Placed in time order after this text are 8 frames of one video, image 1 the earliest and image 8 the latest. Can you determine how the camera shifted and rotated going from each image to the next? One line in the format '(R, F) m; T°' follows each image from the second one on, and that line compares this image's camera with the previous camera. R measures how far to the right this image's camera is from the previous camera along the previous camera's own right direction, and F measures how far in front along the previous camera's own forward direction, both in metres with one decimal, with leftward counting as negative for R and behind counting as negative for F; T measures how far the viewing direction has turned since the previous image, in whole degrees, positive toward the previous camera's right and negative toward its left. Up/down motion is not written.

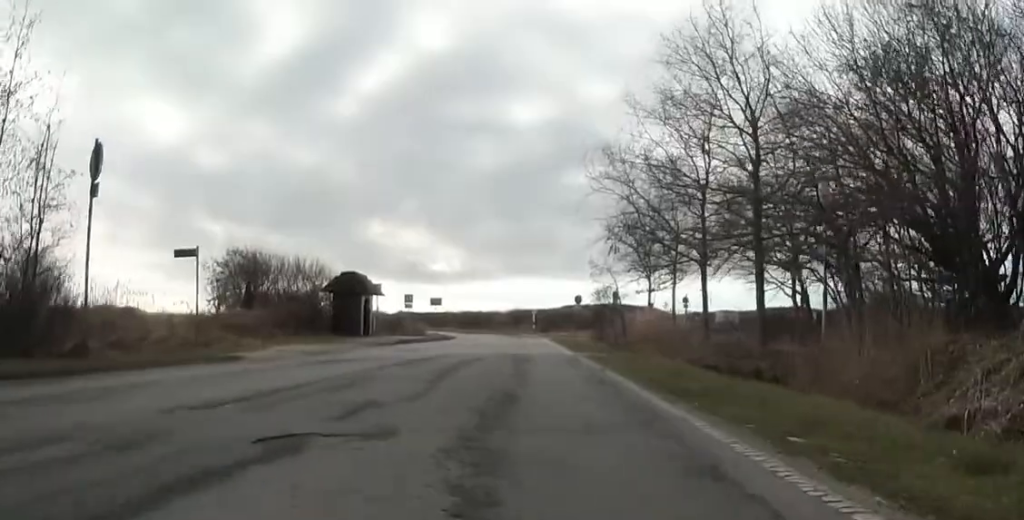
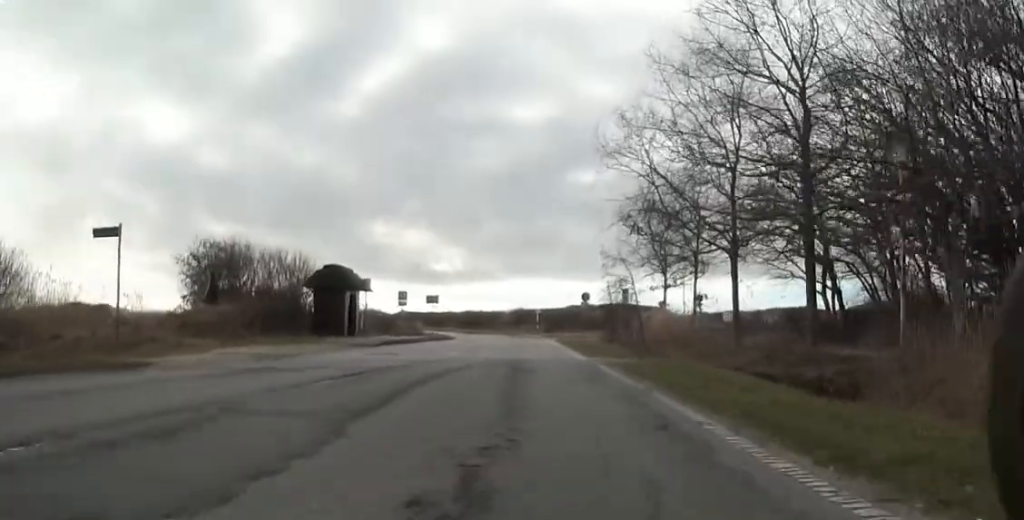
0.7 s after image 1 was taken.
(0.0, +4.0) m; 0°
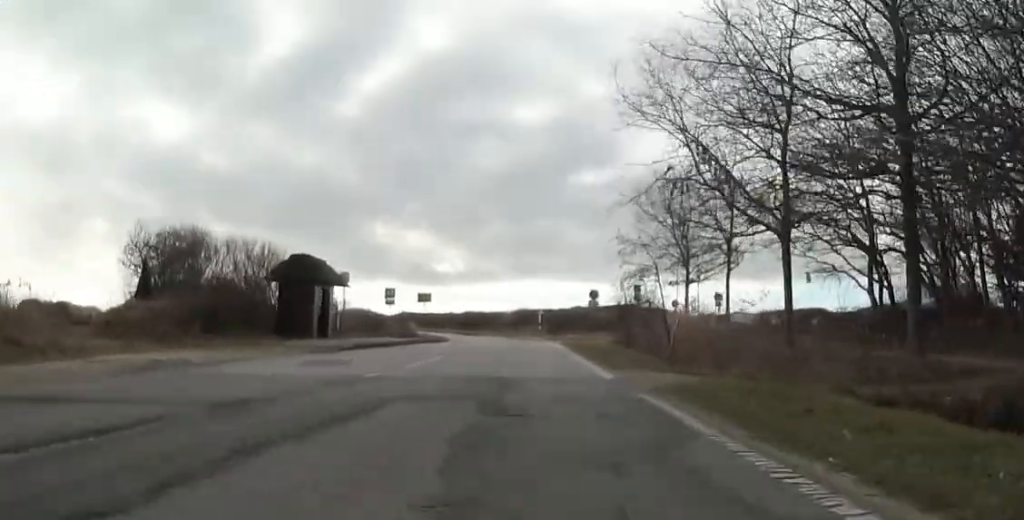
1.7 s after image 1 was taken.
(0.0, +5.2) m; -3°
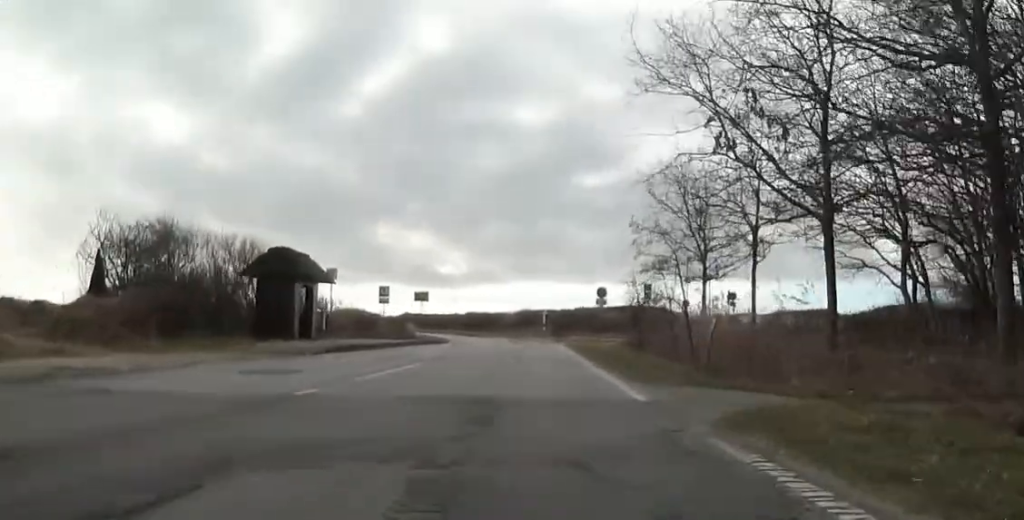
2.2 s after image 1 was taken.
(+0.2, +2.9) m; -3°
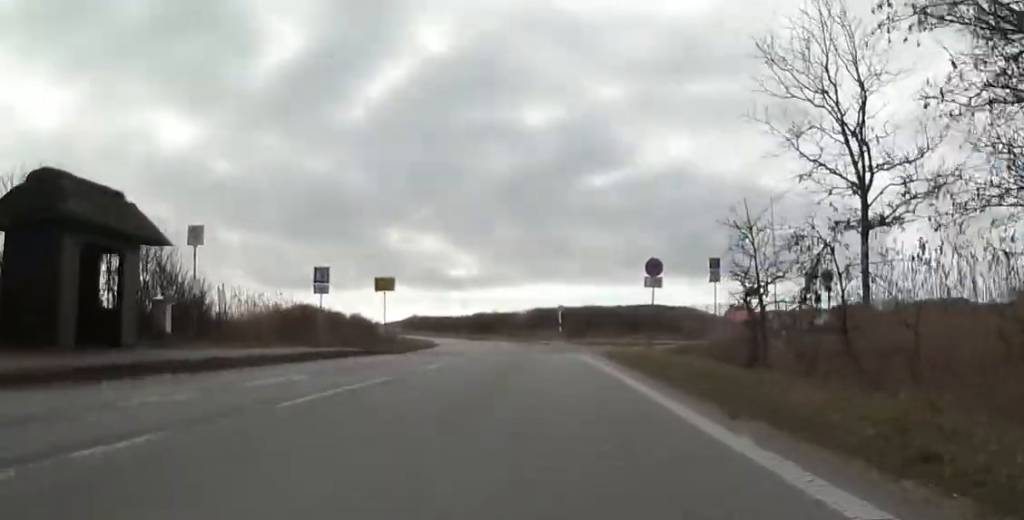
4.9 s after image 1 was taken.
(-0.5, +15.4) m; +4°
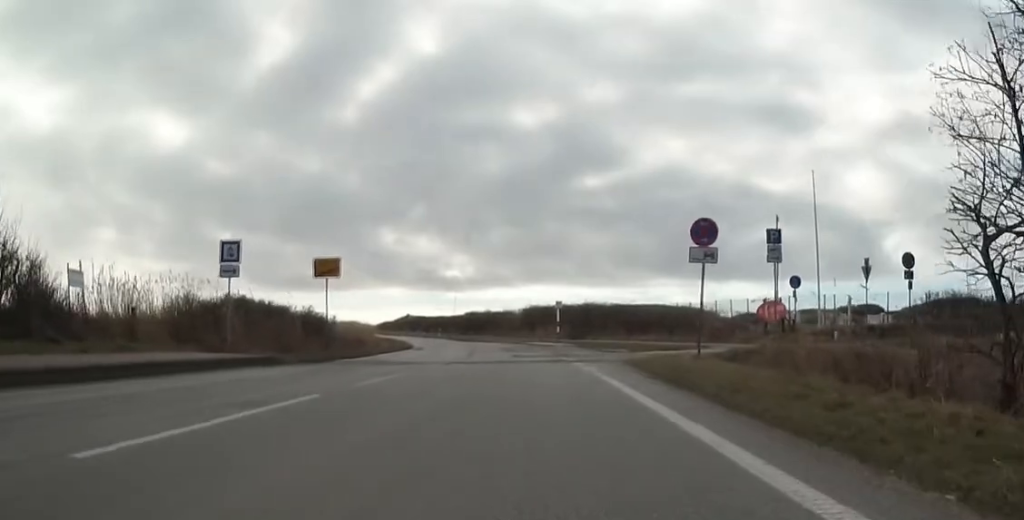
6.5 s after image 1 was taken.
(+0.4, +8.7) m; +3°
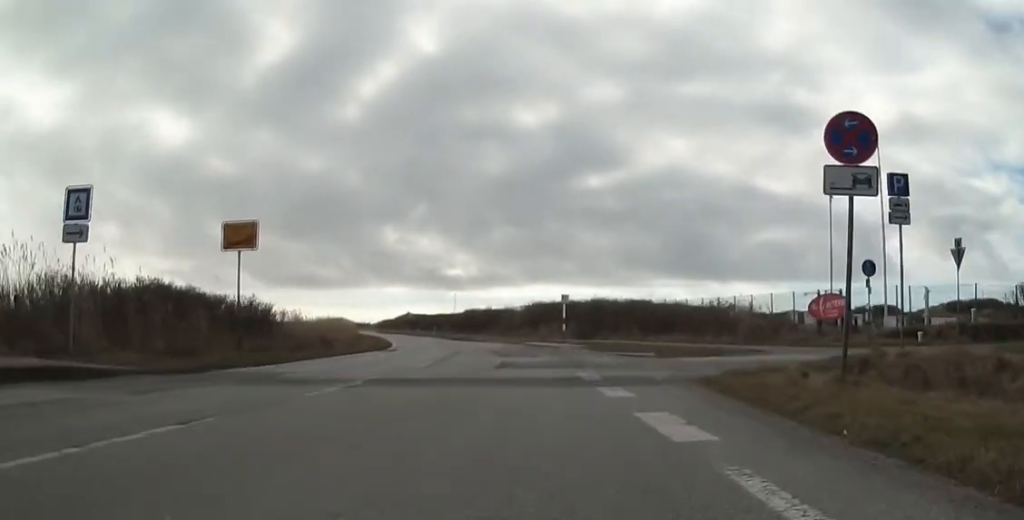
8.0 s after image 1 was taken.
(0.0, +7.8) m; +4°
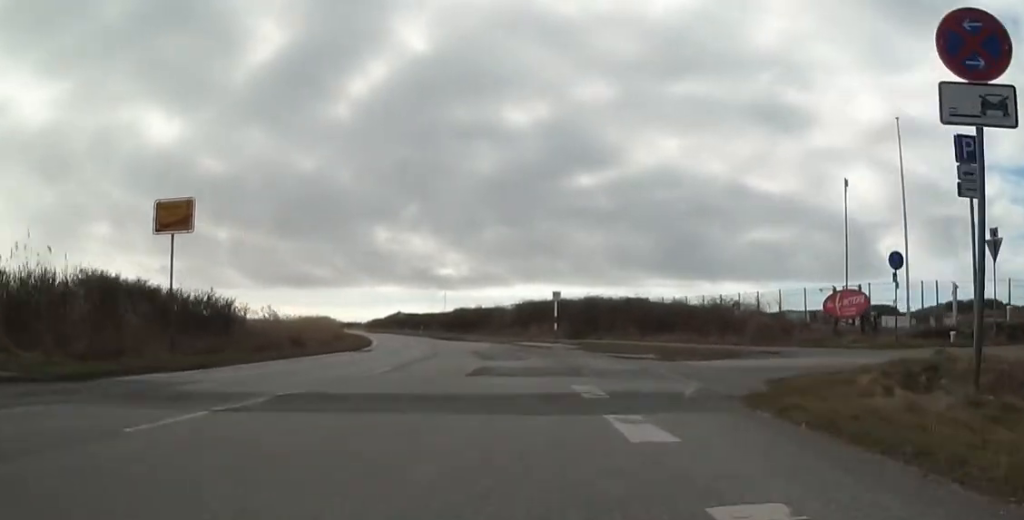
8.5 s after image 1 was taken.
(-0.2, +2.9) m; +3°
